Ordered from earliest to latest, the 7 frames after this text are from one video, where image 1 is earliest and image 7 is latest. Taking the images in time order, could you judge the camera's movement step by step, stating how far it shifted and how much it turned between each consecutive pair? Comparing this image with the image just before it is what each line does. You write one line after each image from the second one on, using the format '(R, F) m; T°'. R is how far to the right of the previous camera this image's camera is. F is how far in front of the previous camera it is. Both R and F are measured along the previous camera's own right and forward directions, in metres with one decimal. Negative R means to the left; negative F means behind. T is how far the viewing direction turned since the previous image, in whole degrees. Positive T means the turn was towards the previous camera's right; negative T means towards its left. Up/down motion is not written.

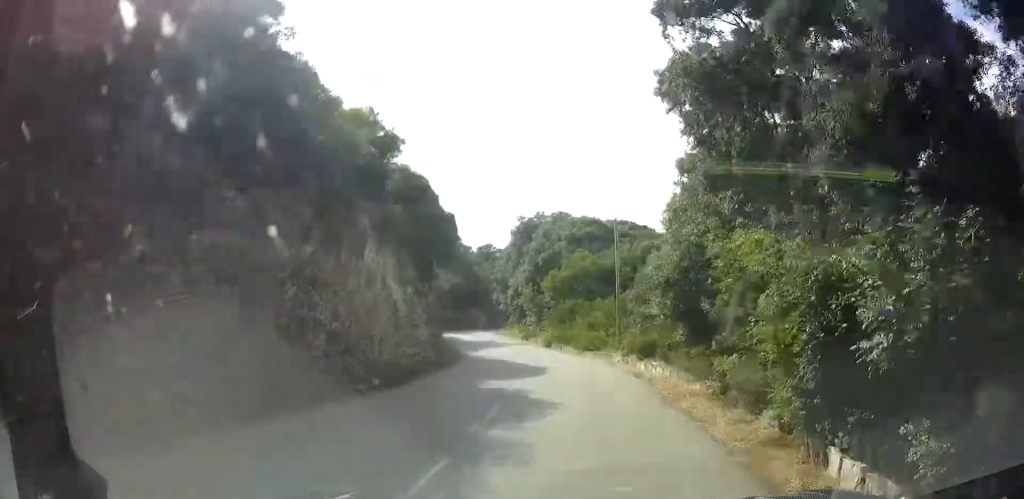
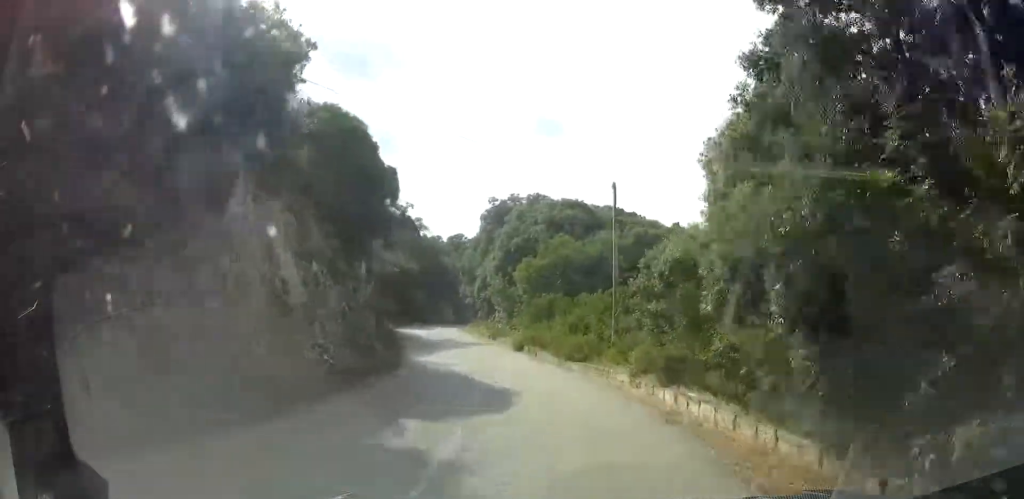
(+0.8, +7.2) m; +10°
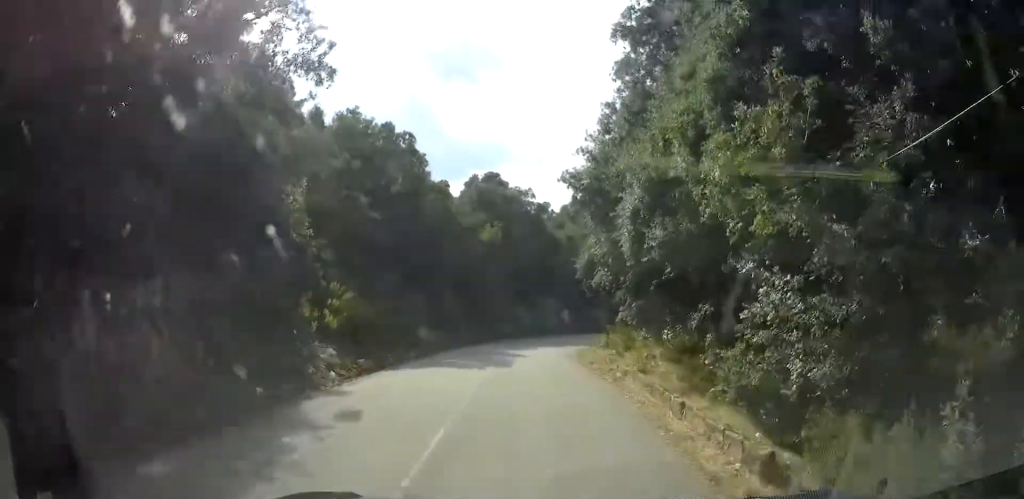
(+4.8, +35.1) m; +6°
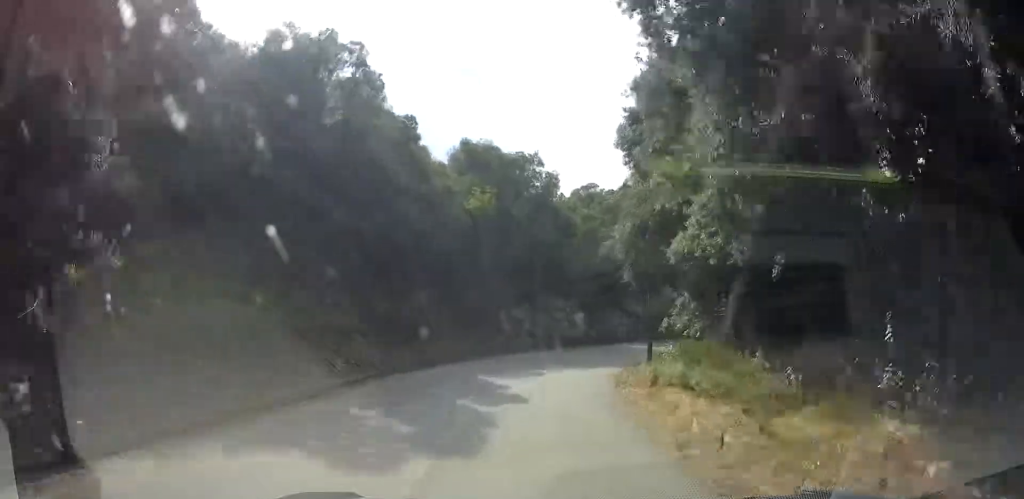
(-0.3, +11.6) m; +1°
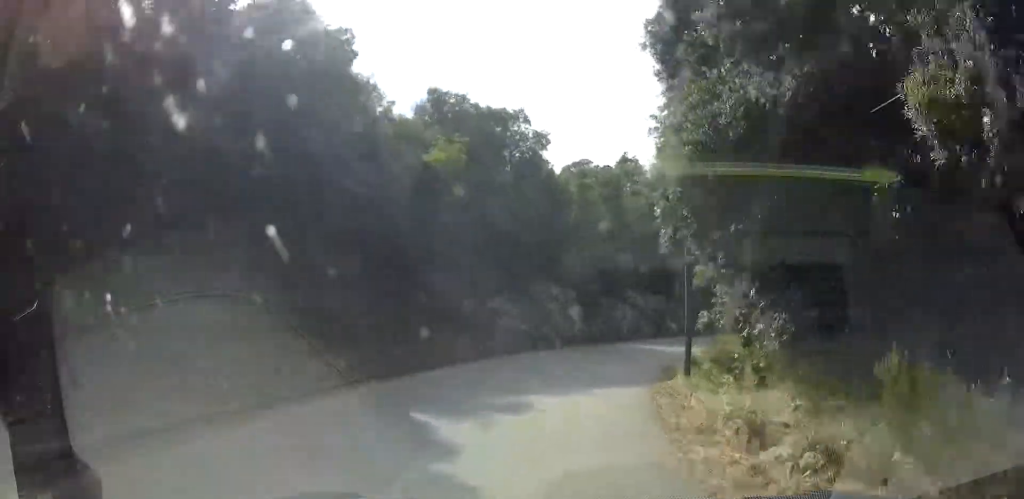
(+0.1, +7.3) m; +4°
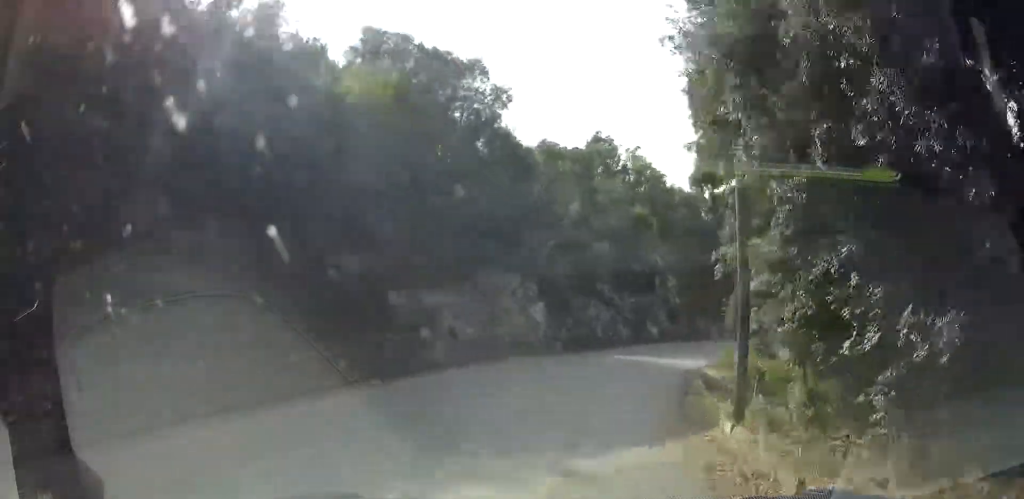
(+0.1, +6.4) m; +5°
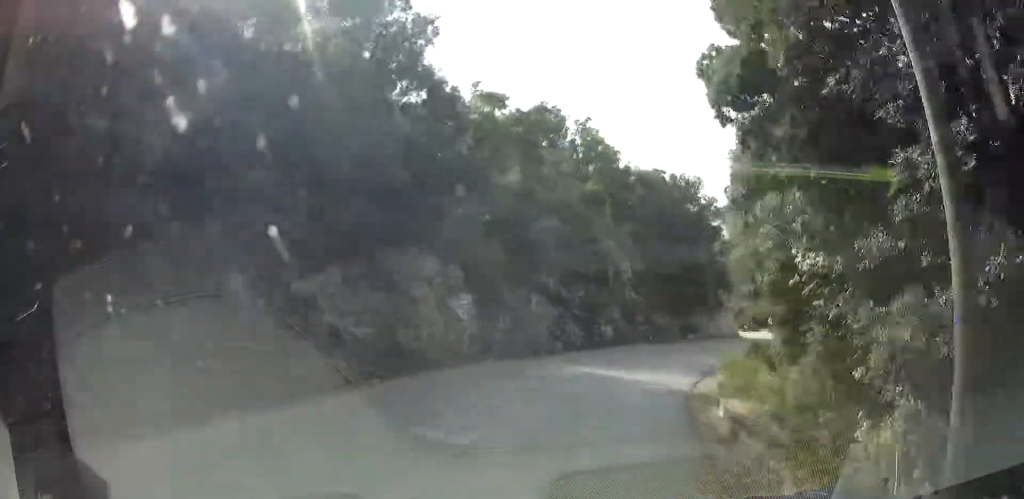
(+0.2, +6.0) m; +6°
